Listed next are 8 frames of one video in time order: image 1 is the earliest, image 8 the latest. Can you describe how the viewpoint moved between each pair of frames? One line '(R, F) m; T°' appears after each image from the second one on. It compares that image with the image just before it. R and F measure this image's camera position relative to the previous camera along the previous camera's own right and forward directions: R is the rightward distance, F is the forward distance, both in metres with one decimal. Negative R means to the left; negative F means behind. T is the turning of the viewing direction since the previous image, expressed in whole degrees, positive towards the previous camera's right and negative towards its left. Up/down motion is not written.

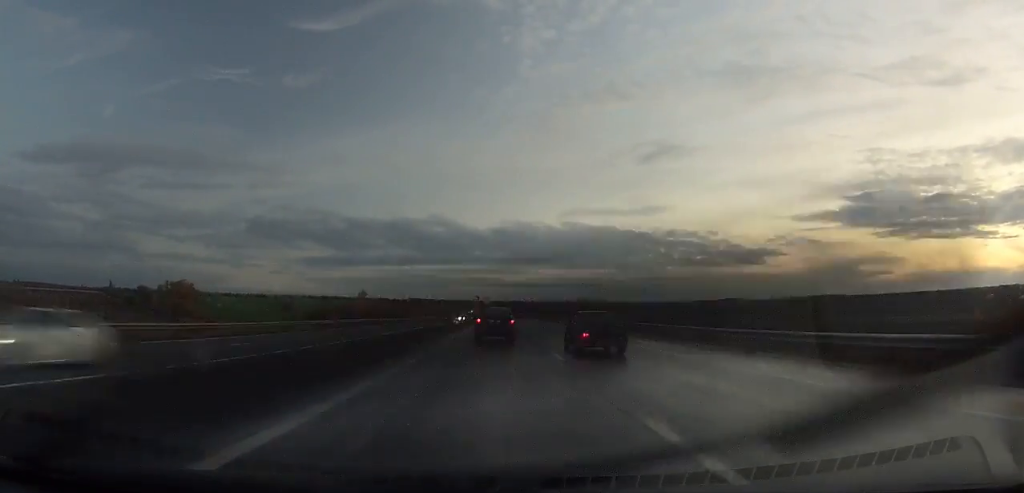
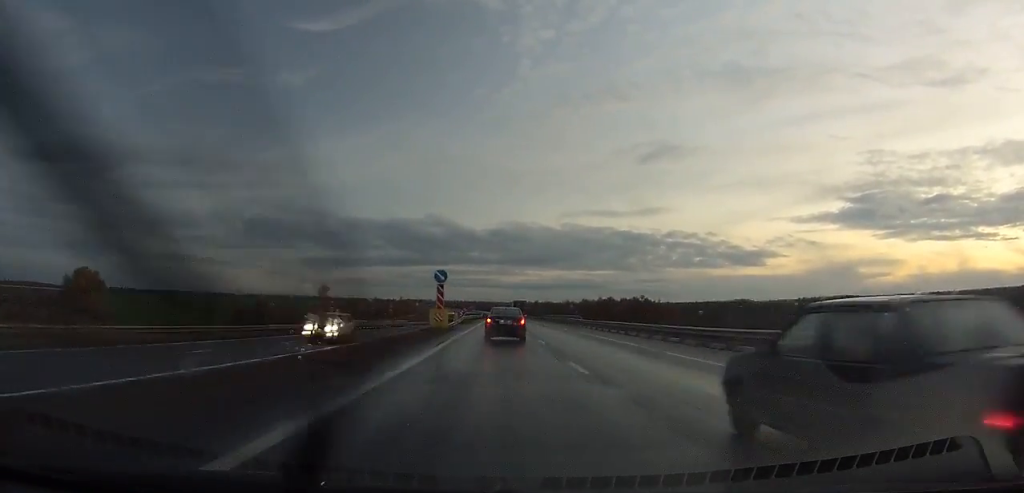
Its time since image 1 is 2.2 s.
(-0.2, +63.3) m; 0°
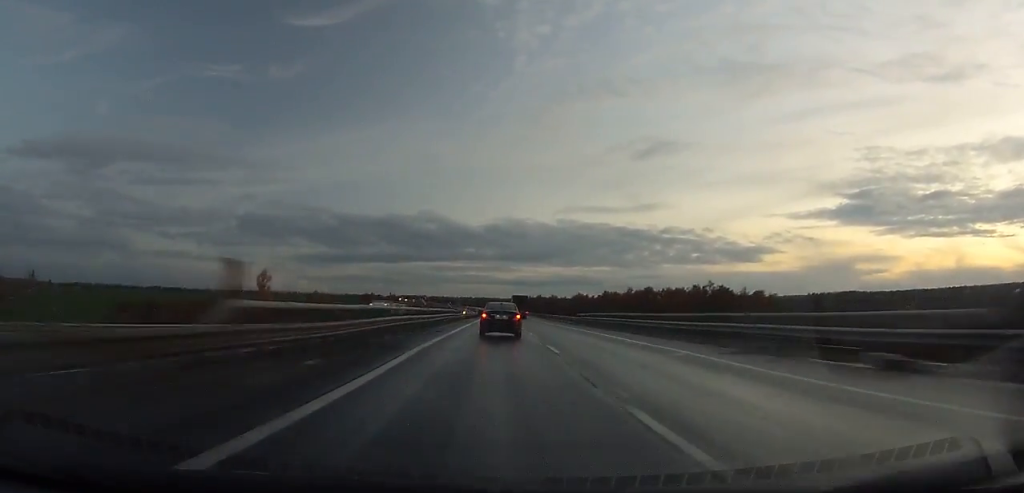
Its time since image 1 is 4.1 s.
(+0.1, +54.5) m; 0°
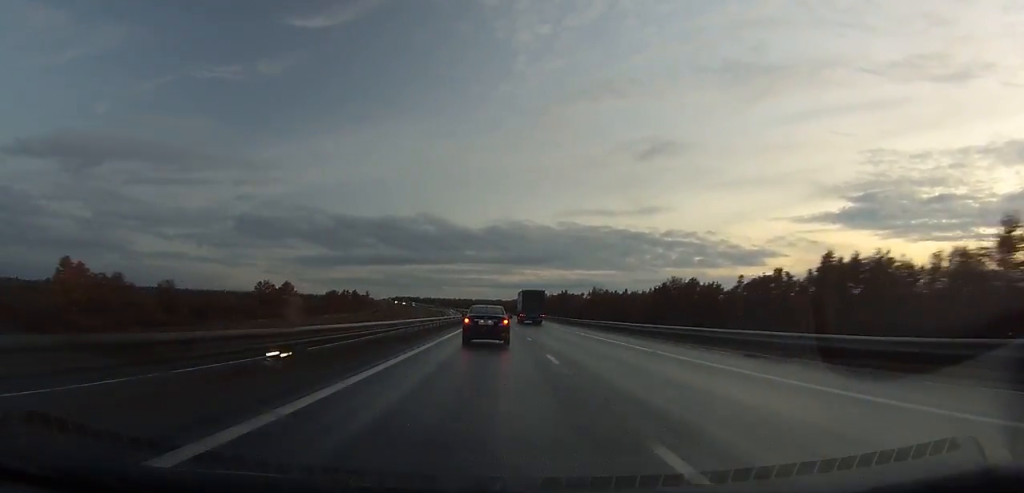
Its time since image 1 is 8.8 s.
(+0.3, +133.8) m; 0°
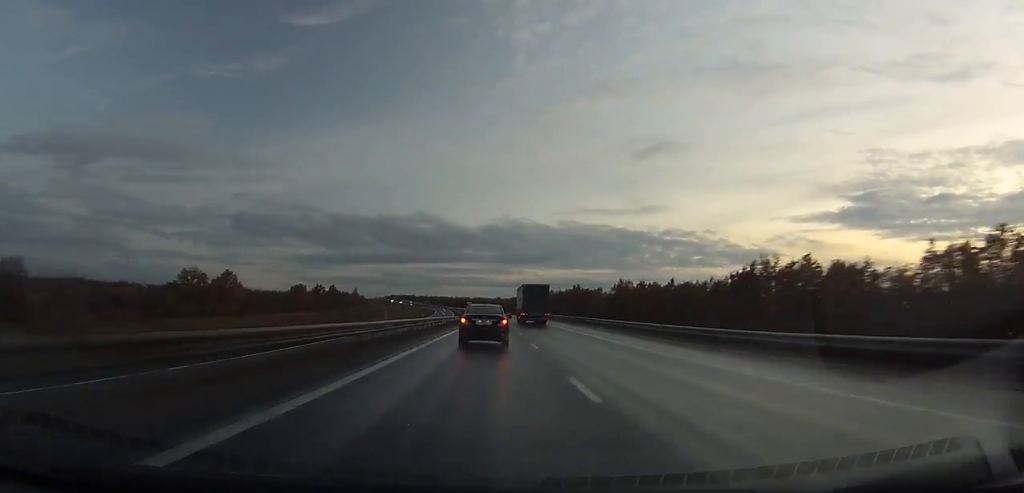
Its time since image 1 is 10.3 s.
(-0.2, +42.1) m; 0°
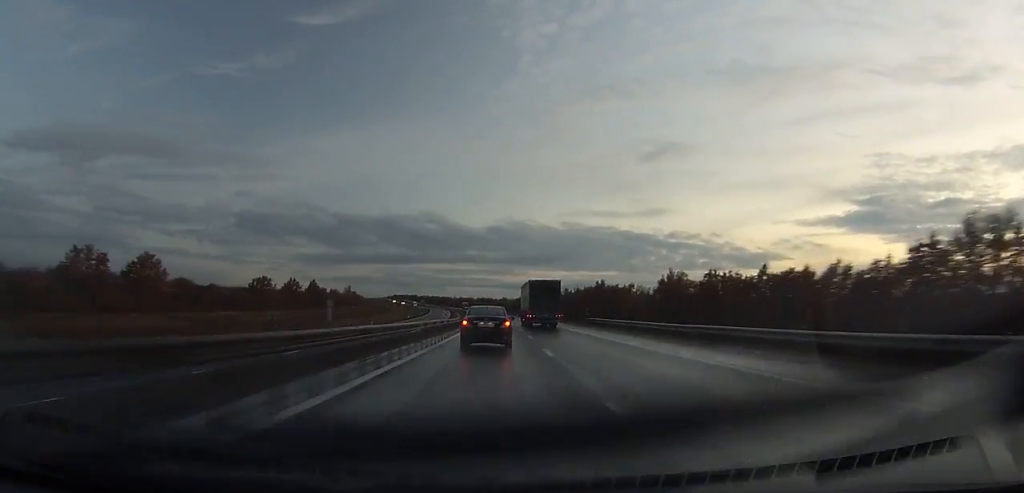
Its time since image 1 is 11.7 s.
(-0.1, +39.2) m; 0°
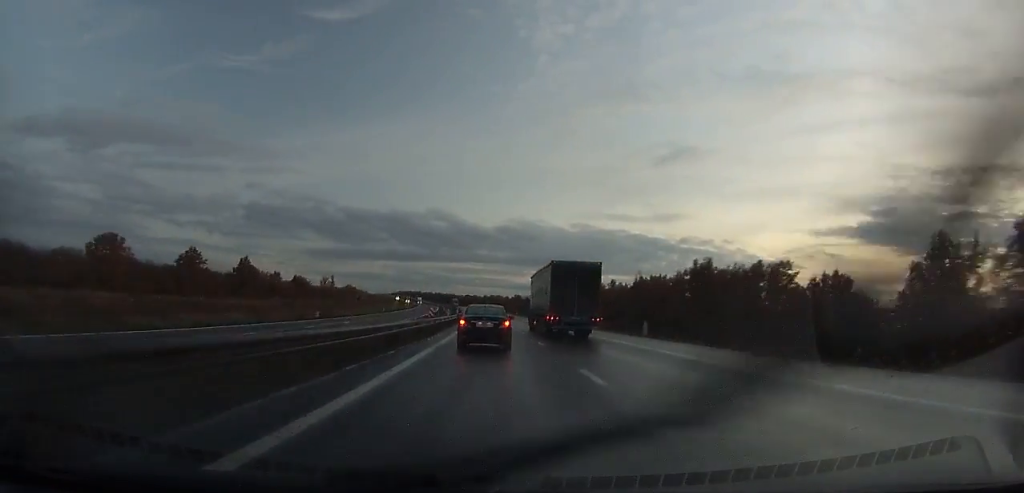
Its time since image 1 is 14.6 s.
(0.0, +80.0) m; 0°
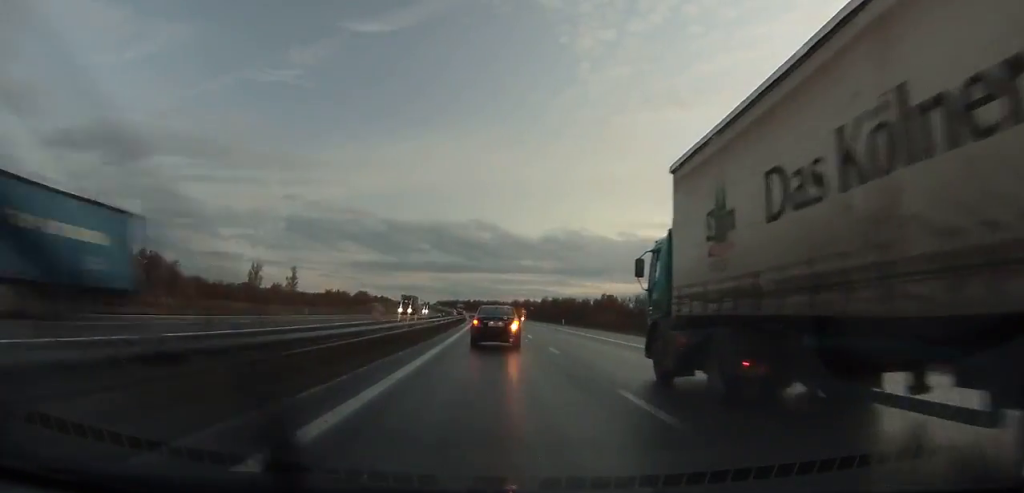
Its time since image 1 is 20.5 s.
(-4.7, +160.7) m; -4°
